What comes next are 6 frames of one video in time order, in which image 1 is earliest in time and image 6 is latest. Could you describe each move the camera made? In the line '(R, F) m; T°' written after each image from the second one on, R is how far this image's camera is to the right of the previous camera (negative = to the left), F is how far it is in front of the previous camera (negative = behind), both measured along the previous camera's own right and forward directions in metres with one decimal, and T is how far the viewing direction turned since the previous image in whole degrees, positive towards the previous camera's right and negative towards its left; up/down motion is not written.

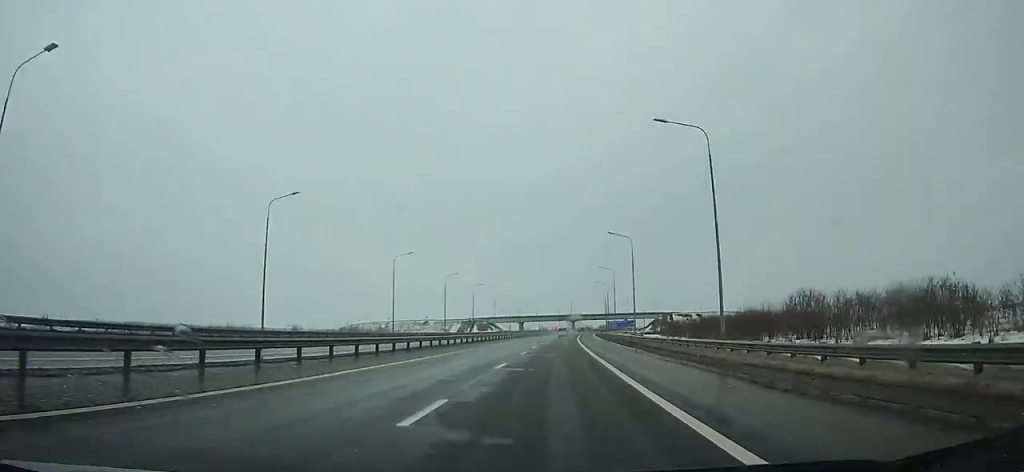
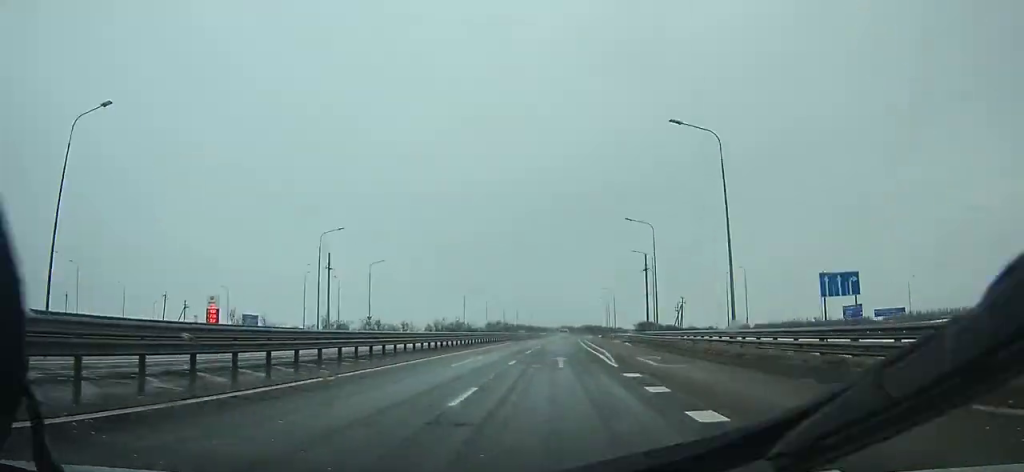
(+31.9, +363.6) m; +10°
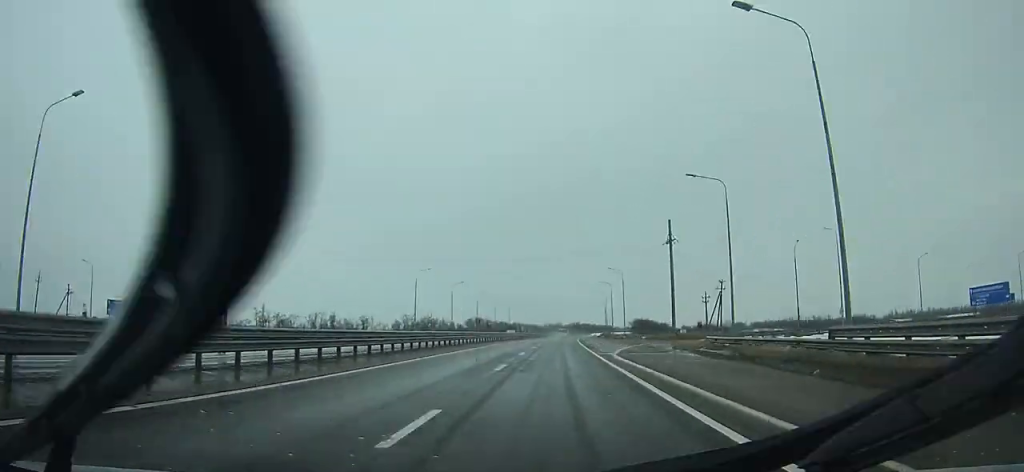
(+0.7, +38.5) m; +1°
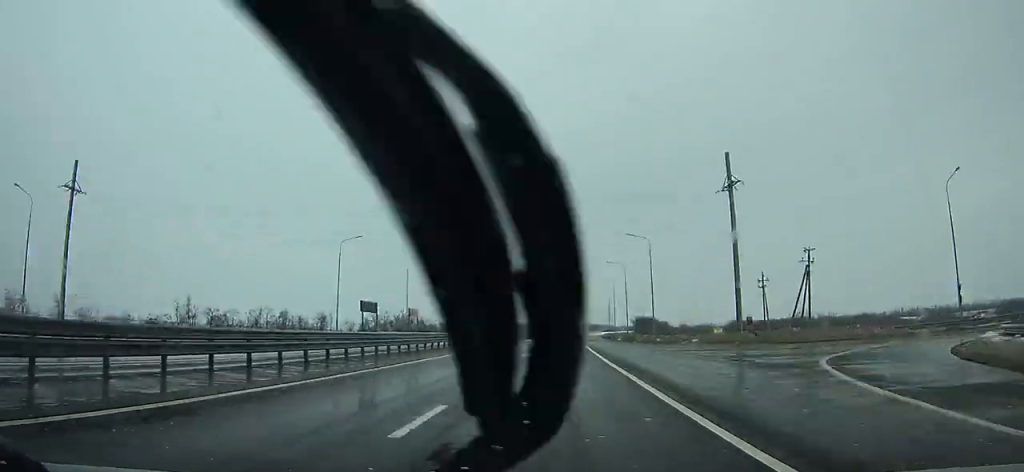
(0.0, +35.7) m; +1°
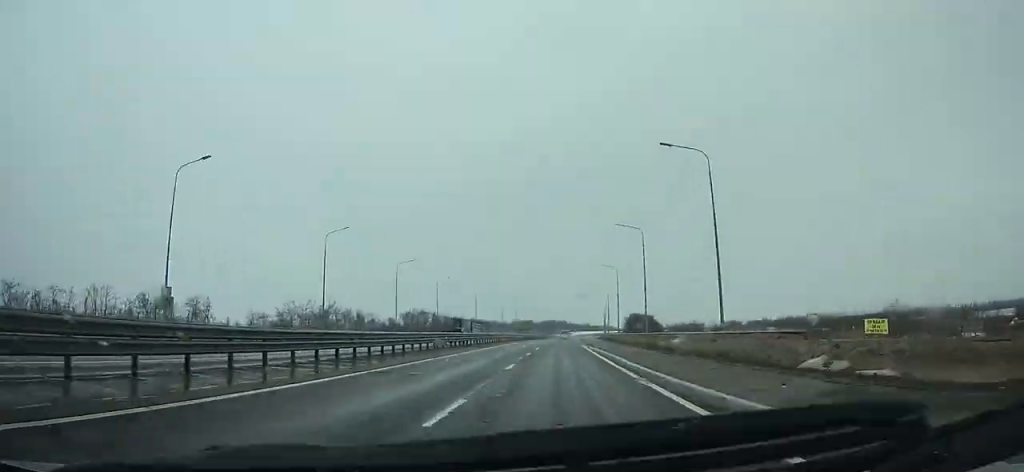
(+1.2, +58.5) m; +2°
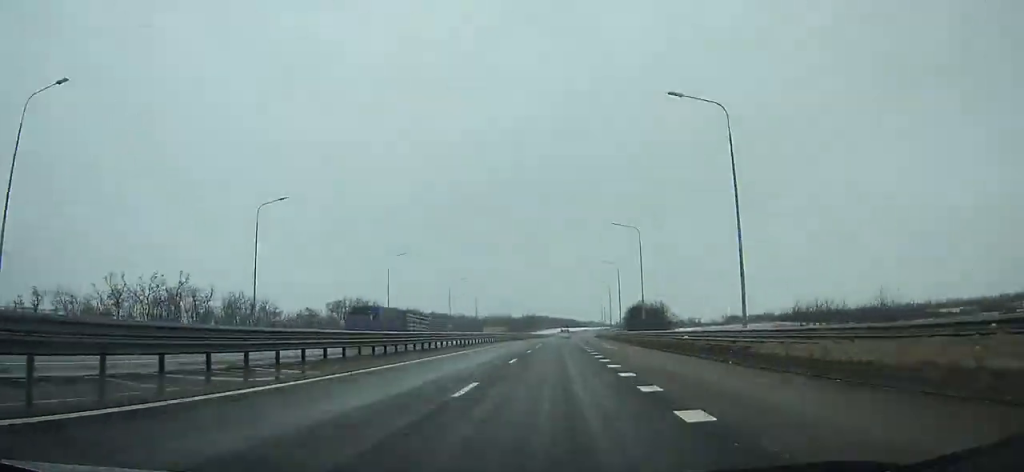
(+1.2, +67.4) m; +2°
